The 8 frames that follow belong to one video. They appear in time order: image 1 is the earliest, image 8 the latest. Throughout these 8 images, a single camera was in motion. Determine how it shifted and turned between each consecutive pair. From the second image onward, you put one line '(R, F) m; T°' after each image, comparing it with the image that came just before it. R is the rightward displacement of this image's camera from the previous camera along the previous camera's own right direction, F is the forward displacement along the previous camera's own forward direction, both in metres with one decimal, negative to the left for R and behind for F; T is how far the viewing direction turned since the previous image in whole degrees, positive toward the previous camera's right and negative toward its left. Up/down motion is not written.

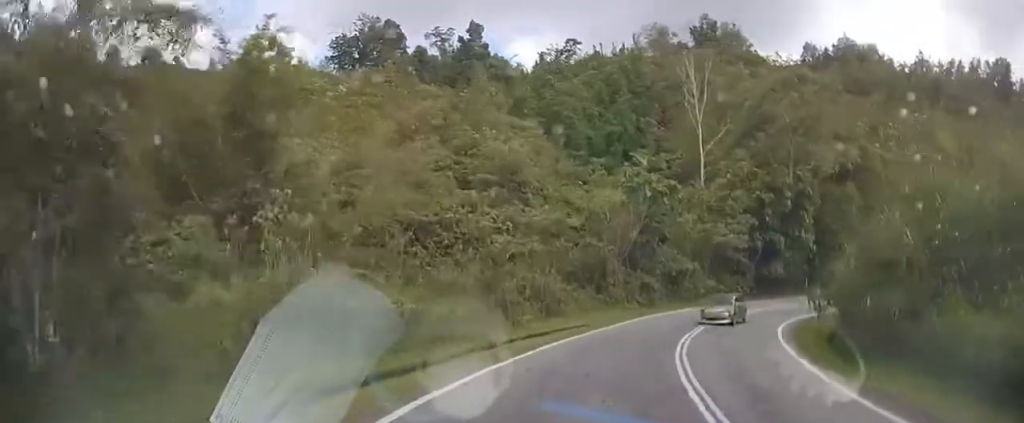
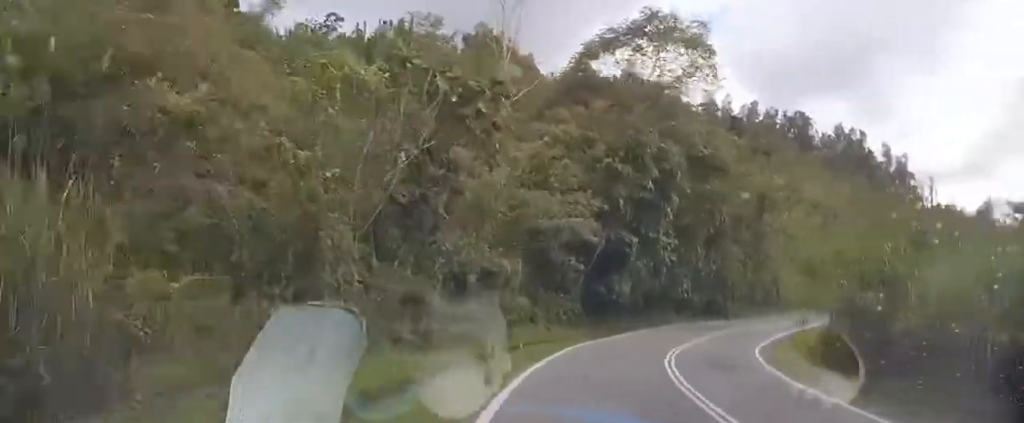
(+3.8, +21.7) m; +24°
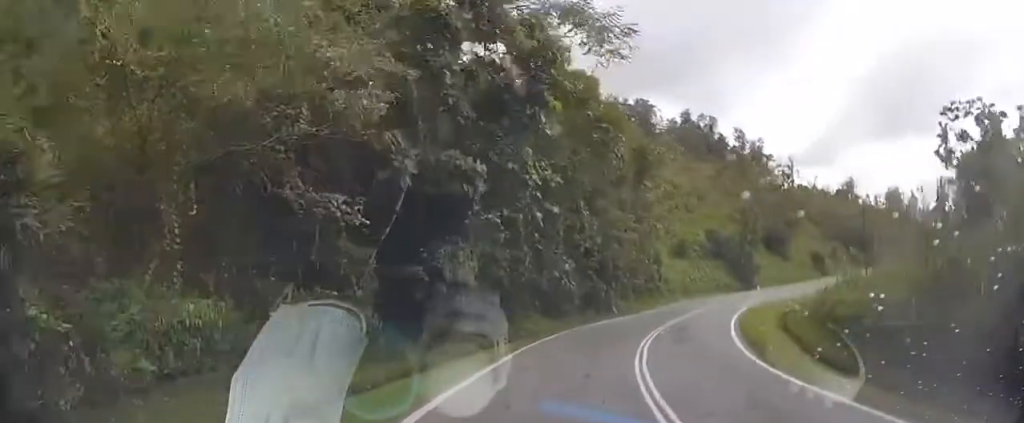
(+3.9, +17.1) m; +24°
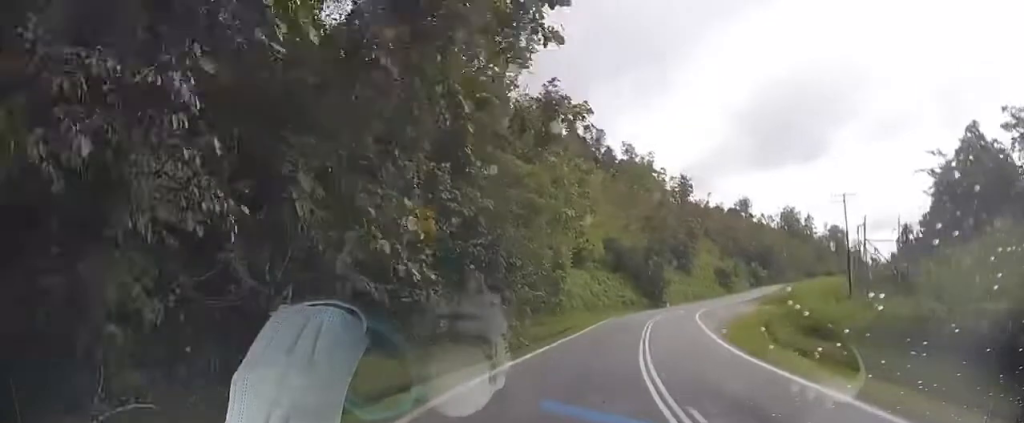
(+2.0, +14.7) m; +12°
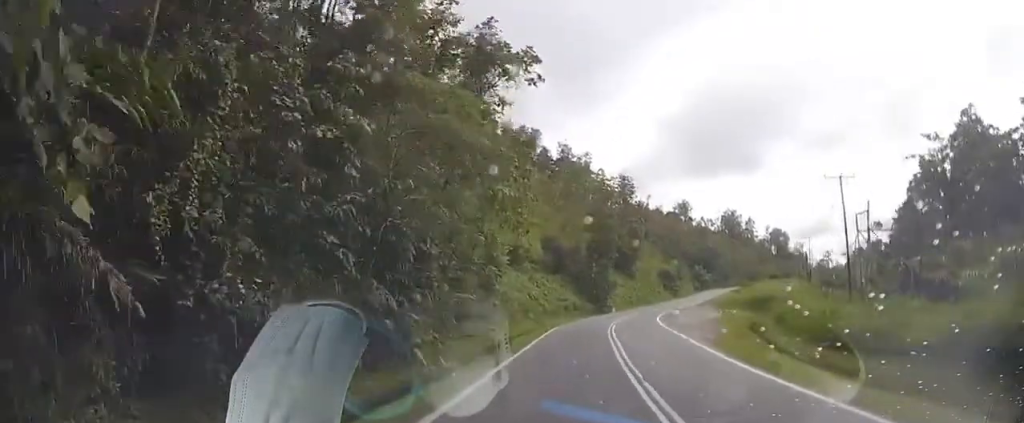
(-0.1, +7.3) m; +6°
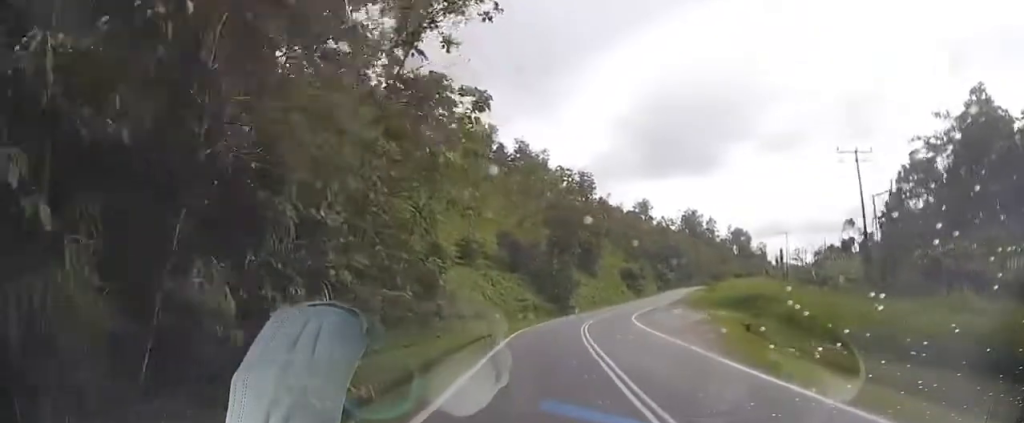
(+0.6, +5.8) m; +5°
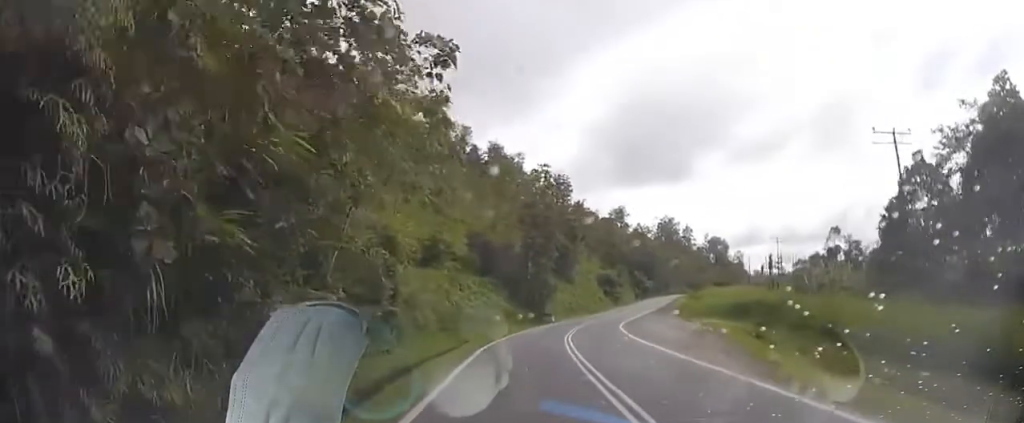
(+0.2, +5.2) m; +3°
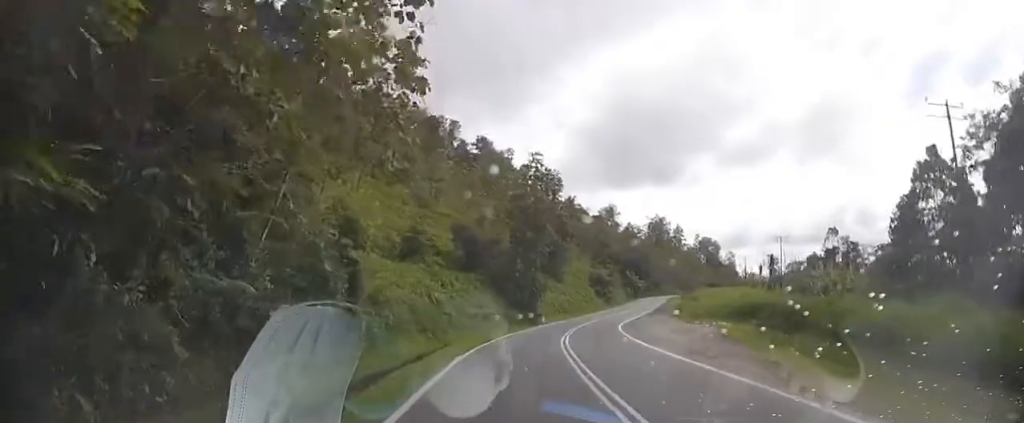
(+0.1, +4.3) m; +1°
